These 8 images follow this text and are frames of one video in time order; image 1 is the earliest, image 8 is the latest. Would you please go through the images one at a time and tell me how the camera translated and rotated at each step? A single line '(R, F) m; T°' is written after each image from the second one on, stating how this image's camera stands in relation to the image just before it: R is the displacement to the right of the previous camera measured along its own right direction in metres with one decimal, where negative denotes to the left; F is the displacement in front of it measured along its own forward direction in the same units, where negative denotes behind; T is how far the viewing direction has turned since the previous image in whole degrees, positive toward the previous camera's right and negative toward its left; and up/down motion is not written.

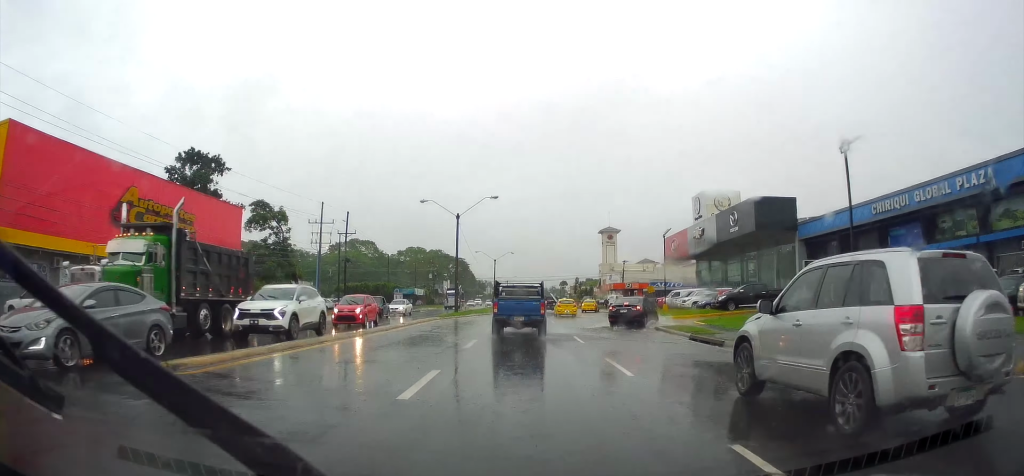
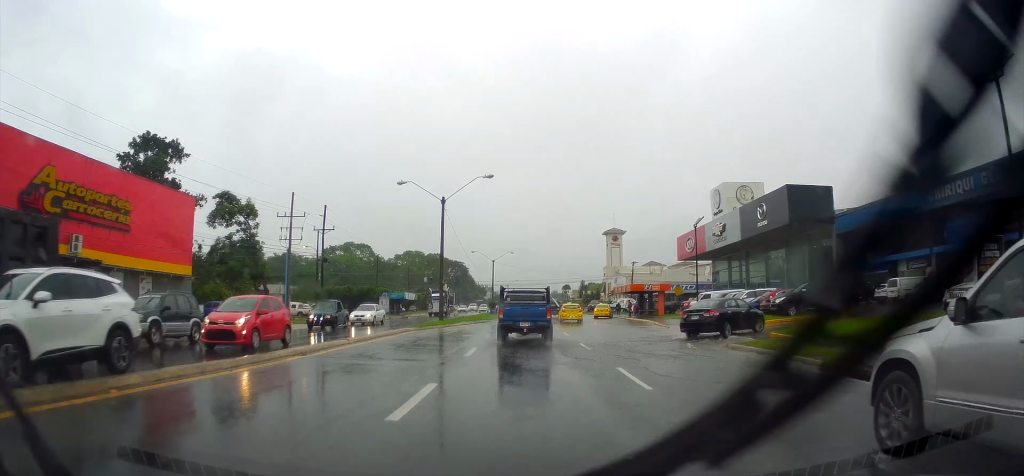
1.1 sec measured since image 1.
(0.0, +9.3) m; 0°
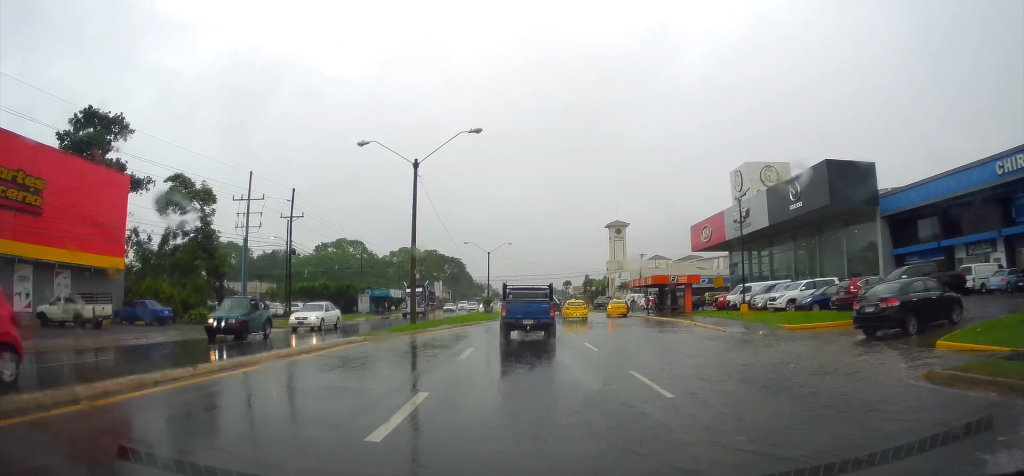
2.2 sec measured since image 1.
(+0.1, +8.8) m; 0°
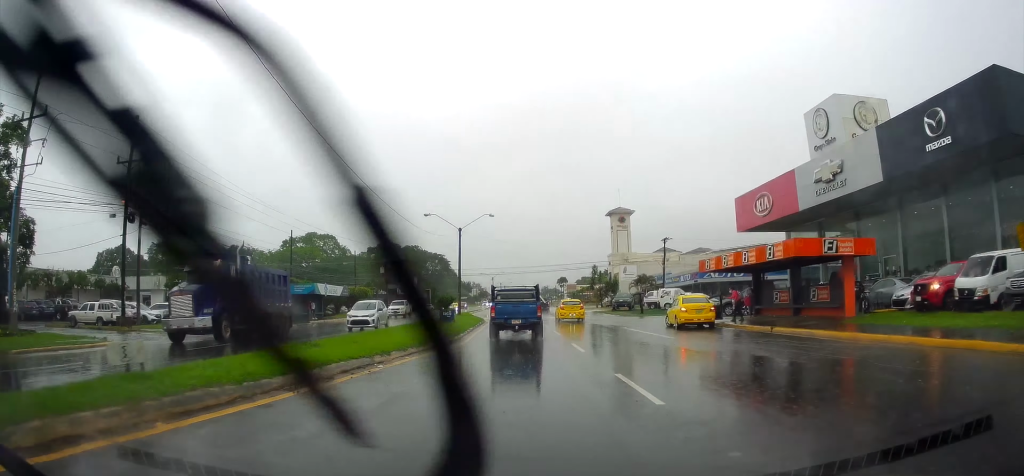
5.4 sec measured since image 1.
(-0.1, +25.1) m; +1°
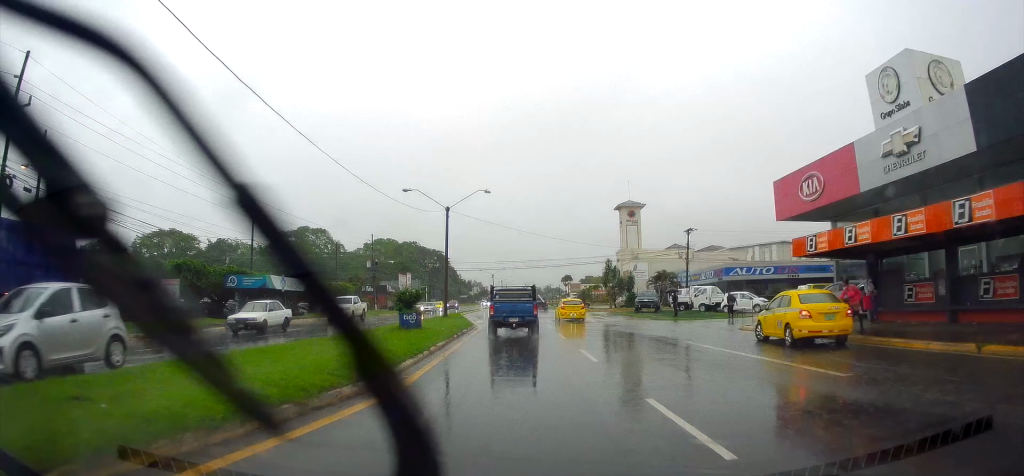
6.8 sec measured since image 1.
(+0.5, +10.5) m; 0°
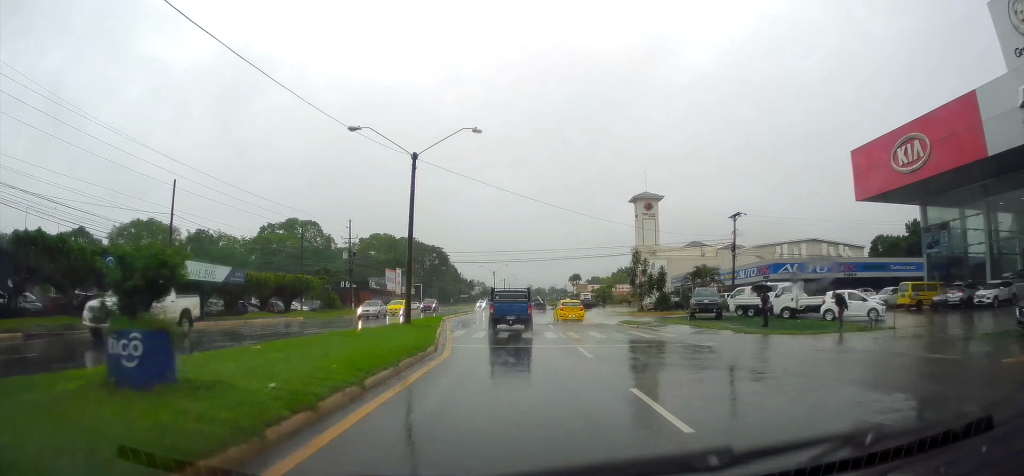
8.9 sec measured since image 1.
(-0.7, +15.1) m; -2°
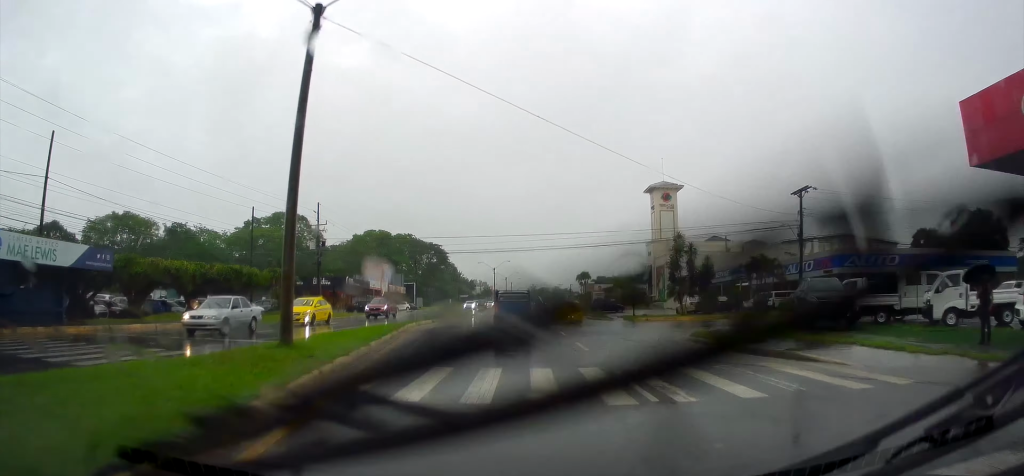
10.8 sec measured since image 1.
(+0.3, +13.8) m; +1°
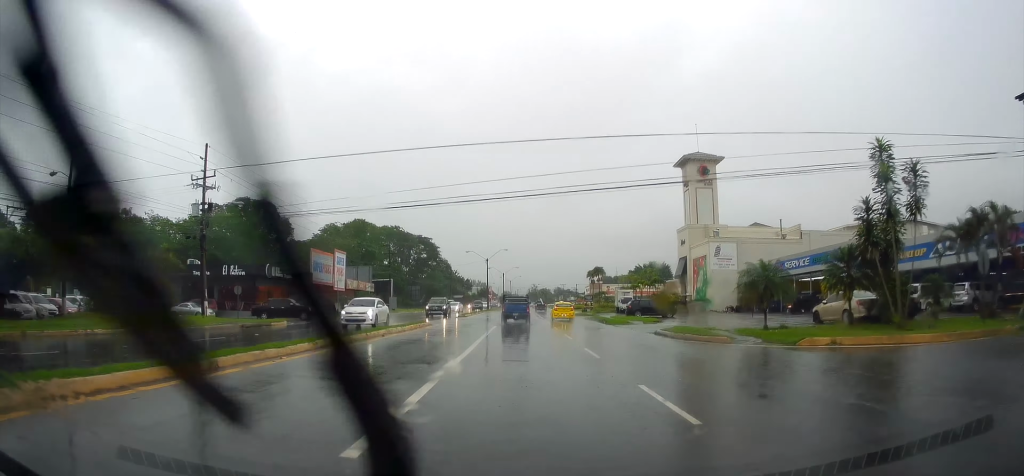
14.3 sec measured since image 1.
(-0.4, +25.8) m; -1°
